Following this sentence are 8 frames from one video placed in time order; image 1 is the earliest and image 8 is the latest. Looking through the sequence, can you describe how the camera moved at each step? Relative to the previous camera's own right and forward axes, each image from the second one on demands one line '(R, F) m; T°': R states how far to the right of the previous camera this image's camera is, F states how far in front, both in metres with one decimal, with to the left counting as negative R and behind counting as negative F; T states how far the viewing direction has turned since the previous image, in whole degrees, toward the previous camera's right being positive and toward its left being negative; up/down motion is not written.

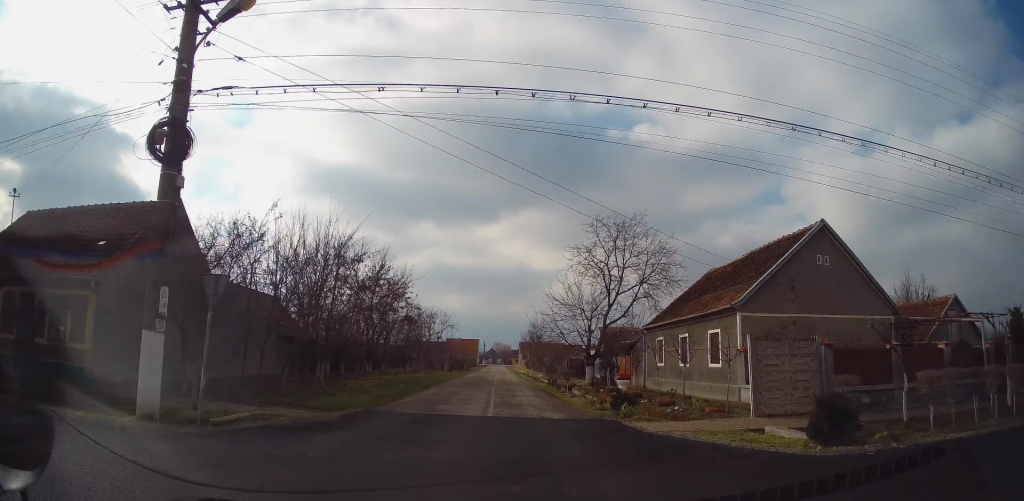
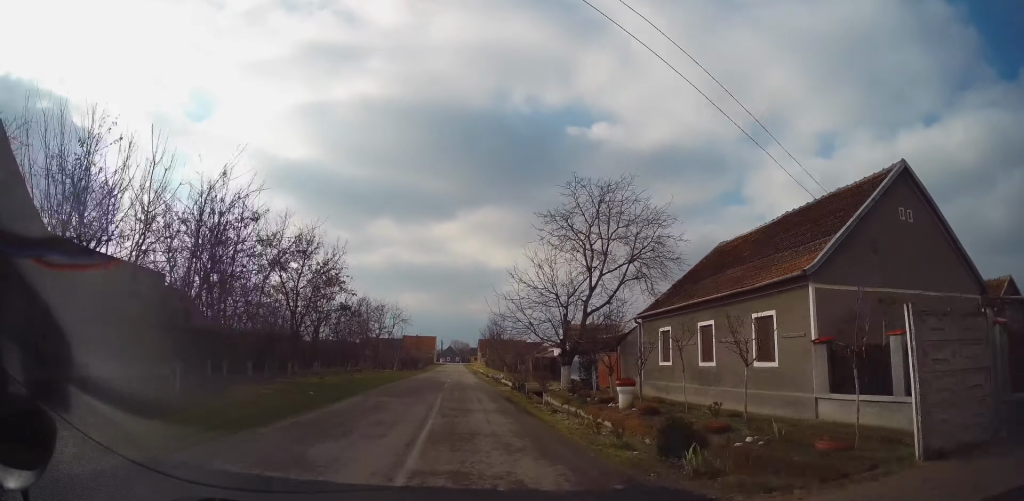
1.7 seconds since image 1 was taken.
(+0.1, +8.1) m; +2°
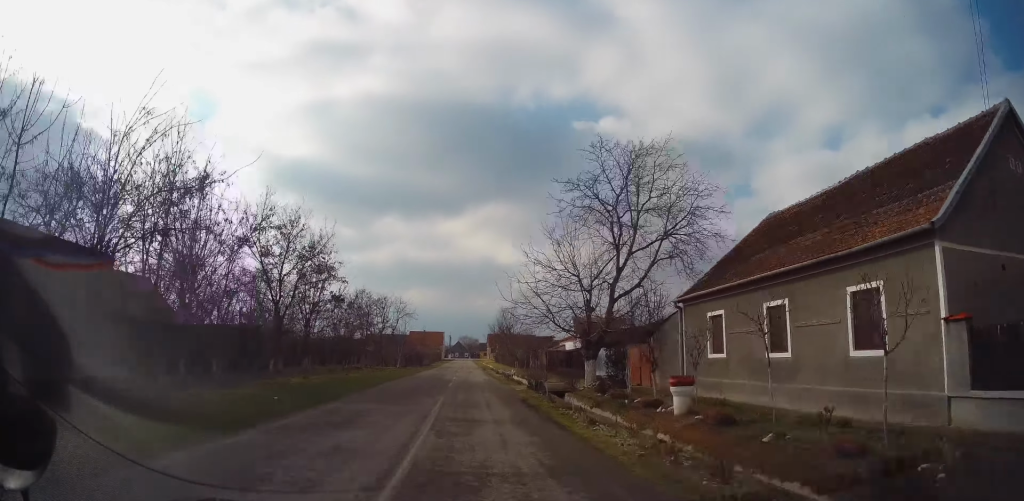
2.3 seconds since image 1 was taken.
(+0.1, +3.7) m; 0°
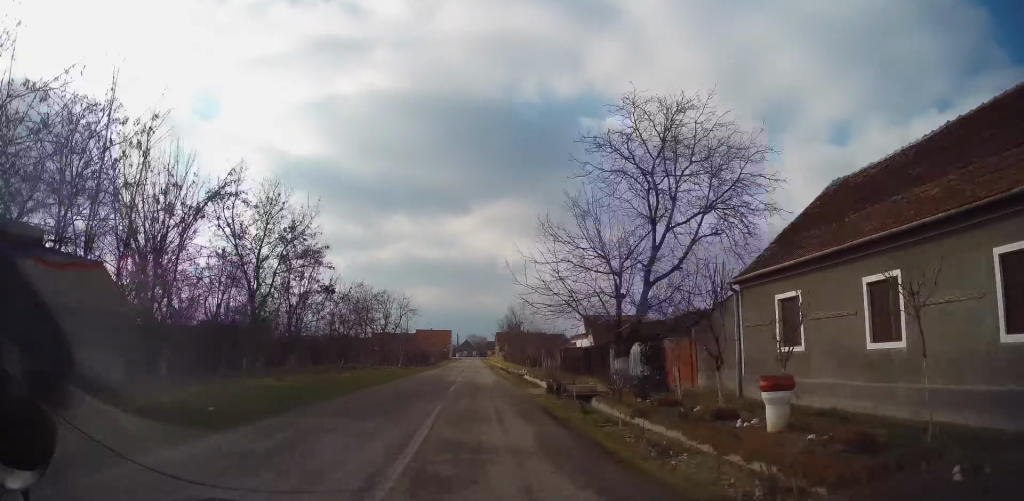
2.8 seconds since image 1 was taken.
(0.0, +3.4) m; 0°
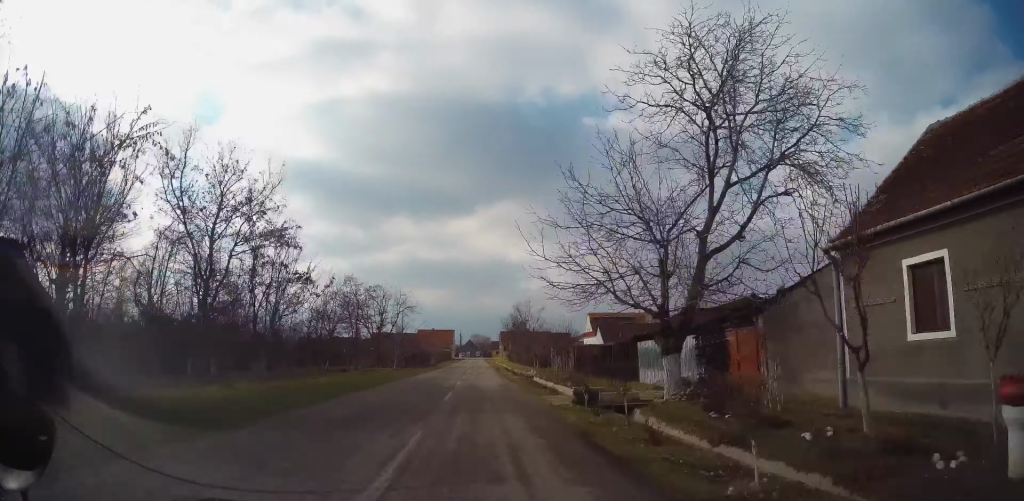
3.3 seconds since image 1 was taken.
(0.0, +4.0) m; 0°
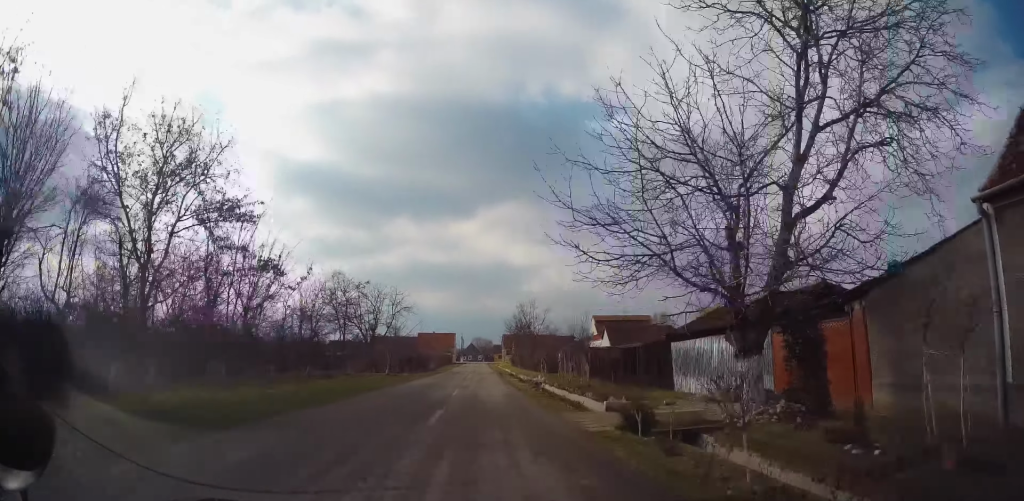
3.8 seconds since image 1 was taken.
(0.0, +3.8) m; 0°
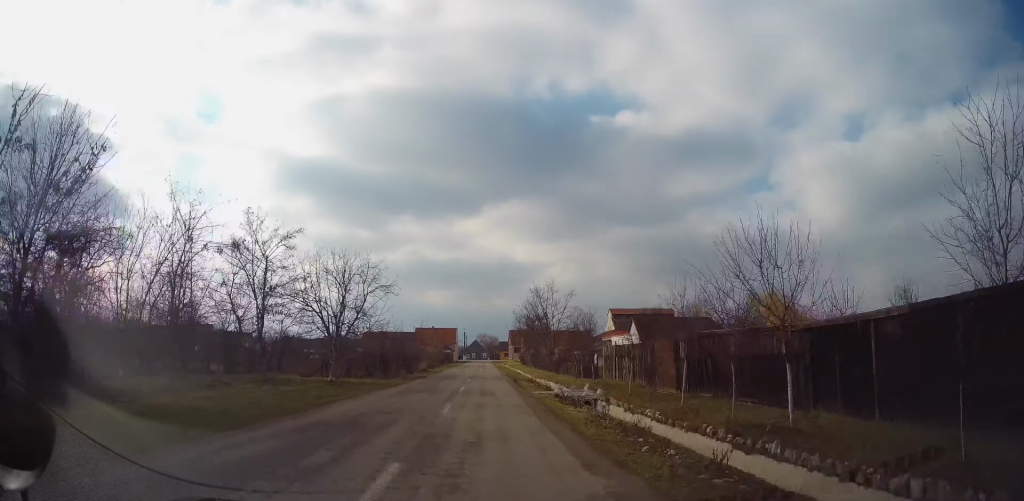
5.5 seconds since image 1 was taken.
(-0.1, +15.0) m; -1°
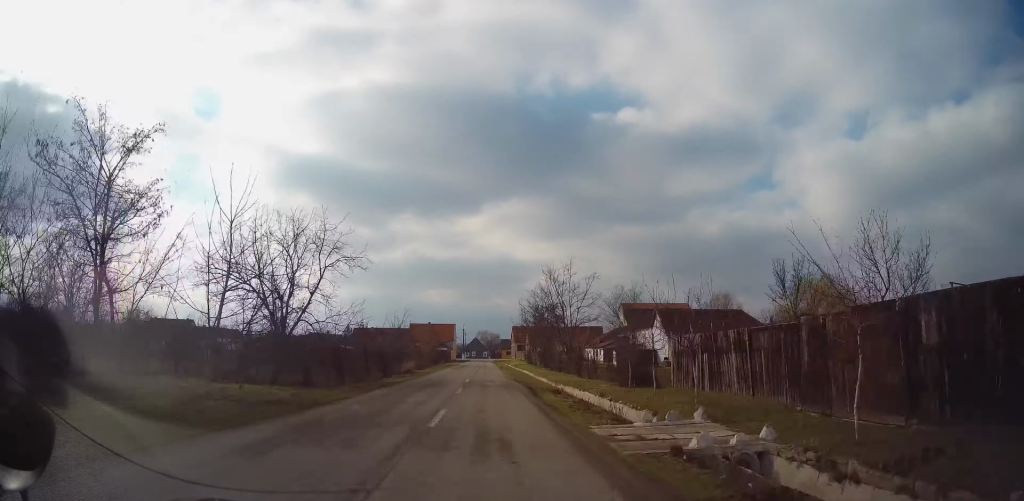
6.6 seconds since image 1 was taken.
(0.0, +11.2) m; -1°
